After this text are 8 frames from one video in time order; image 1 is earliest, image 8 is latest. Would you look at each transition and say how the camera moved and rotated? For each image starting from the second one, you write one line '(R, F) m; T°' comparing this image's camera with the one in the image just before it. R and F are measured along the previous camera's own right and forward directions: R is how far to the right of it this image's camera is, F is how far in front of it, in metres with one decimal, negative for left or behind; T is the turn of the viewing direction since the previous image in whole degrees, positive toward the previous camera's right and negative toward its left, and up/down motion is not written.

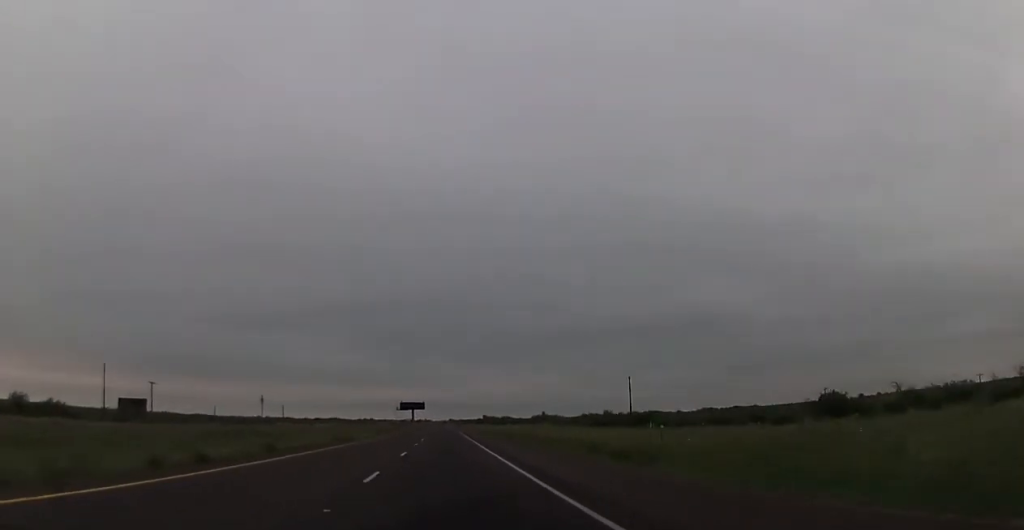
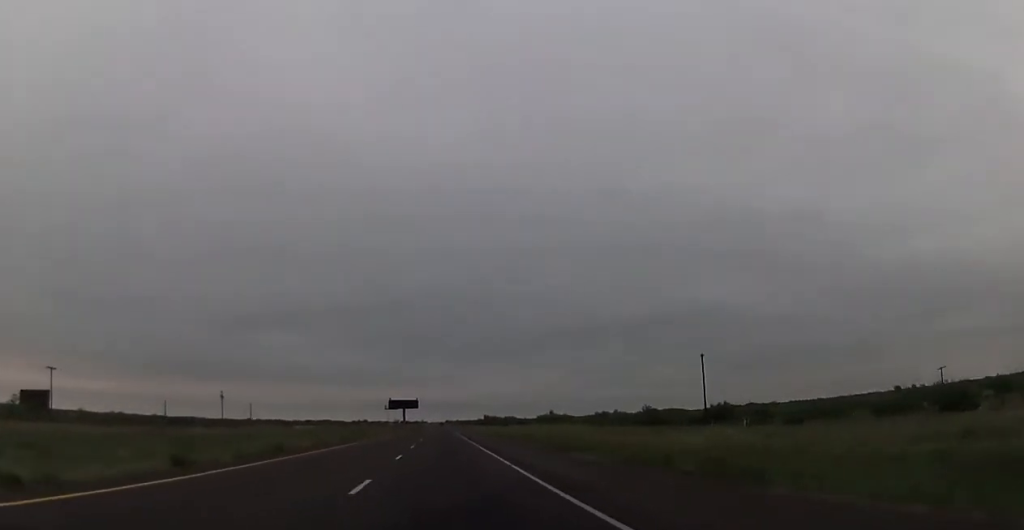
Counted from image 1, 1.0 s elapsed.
(-0.3, +38.7) m; -1°
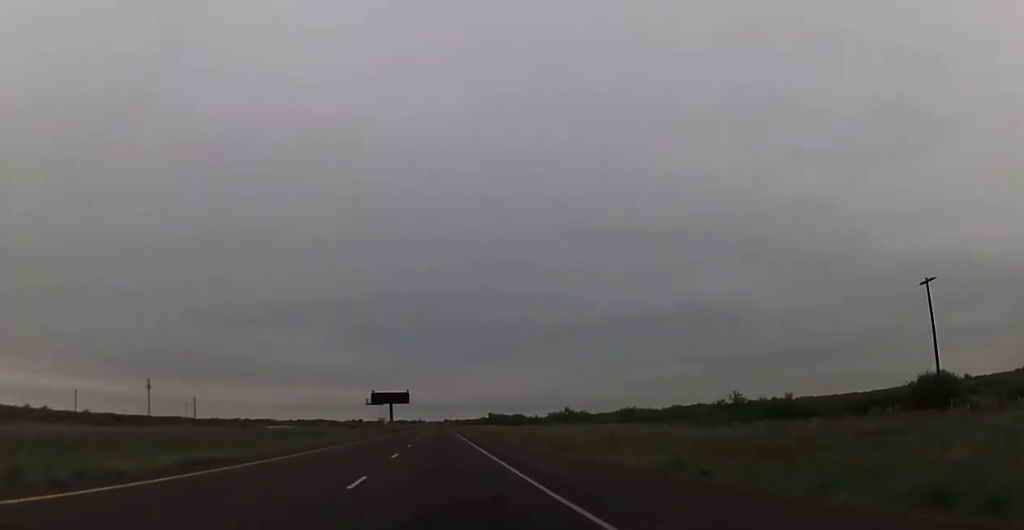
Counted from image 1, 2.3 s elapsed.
(-0.1, +47.4) m; 0°
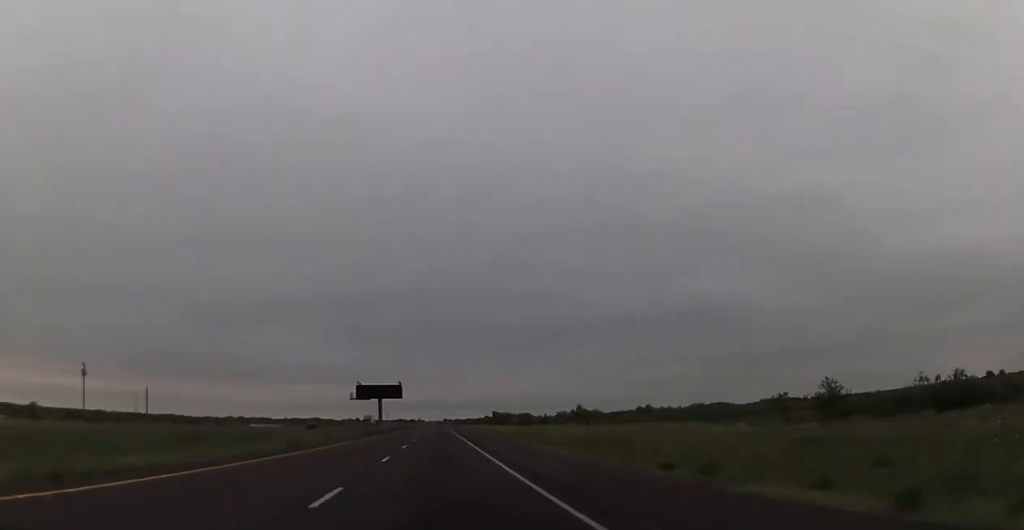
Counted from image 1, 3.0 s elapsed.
(+0.3, +27.5) m; 0°
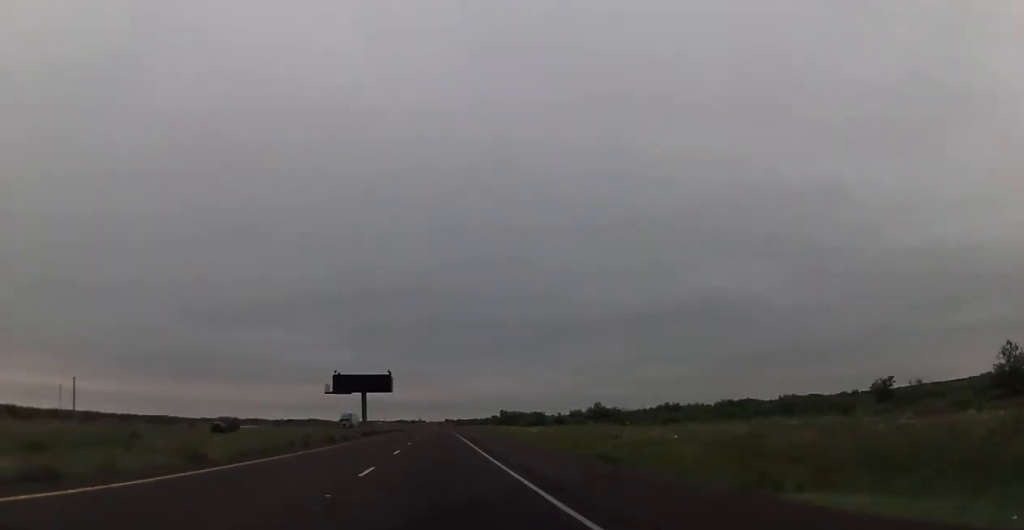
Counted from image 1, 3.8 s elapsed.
(+0.1, +30.0) m; 0°
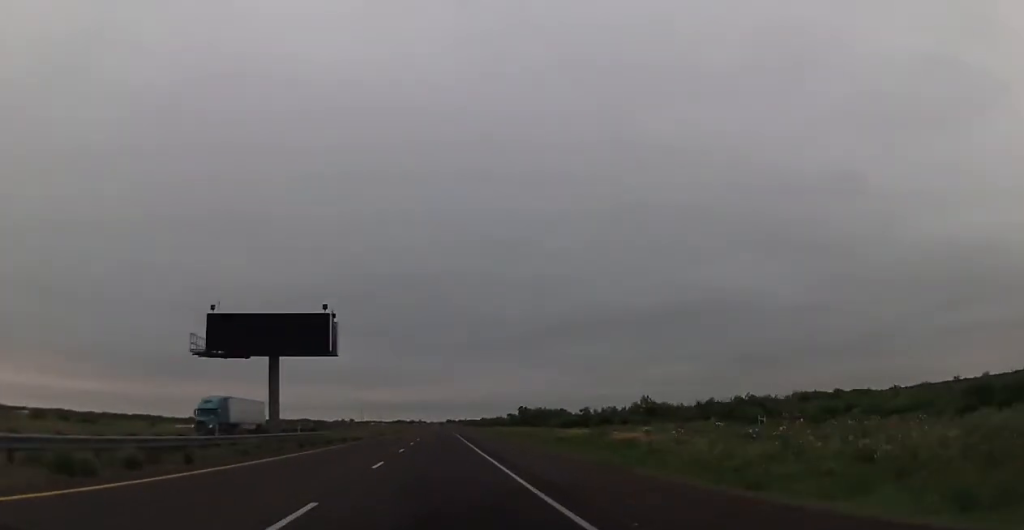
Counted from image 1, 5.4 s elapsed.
(-0.5, +57.4) m; -1°
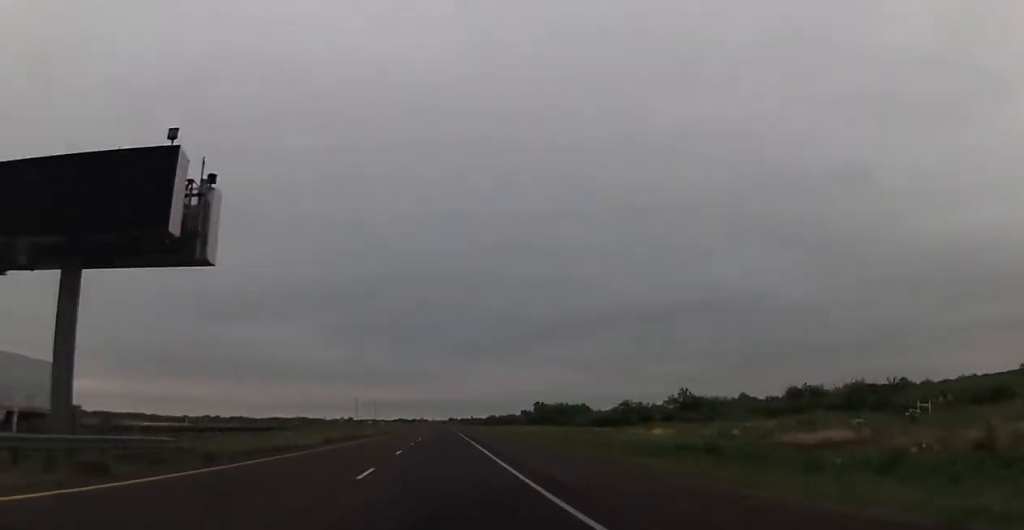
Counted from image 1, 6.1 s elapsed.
(0.0, +28.6) m; 0°
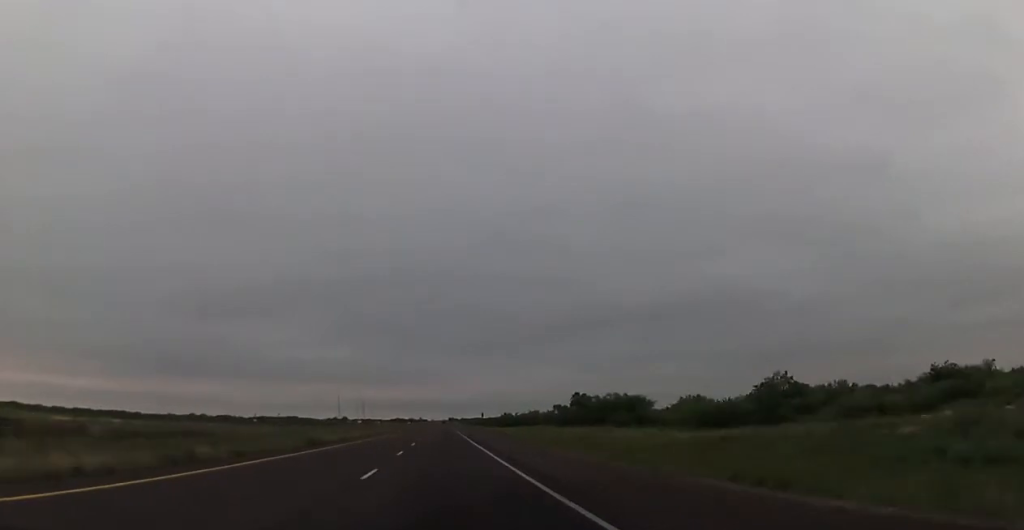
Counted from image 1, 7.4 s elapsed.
(+0.3, +48.6) m; 0°
